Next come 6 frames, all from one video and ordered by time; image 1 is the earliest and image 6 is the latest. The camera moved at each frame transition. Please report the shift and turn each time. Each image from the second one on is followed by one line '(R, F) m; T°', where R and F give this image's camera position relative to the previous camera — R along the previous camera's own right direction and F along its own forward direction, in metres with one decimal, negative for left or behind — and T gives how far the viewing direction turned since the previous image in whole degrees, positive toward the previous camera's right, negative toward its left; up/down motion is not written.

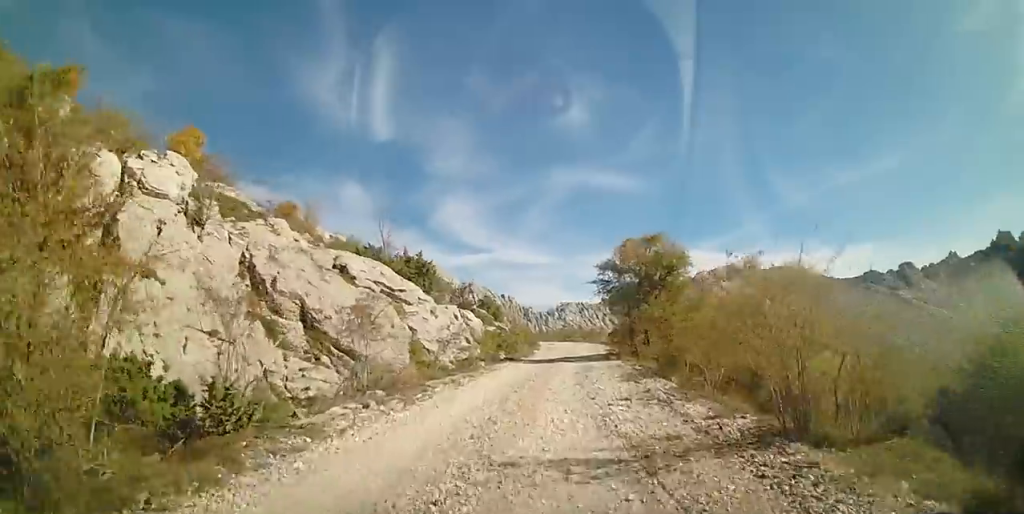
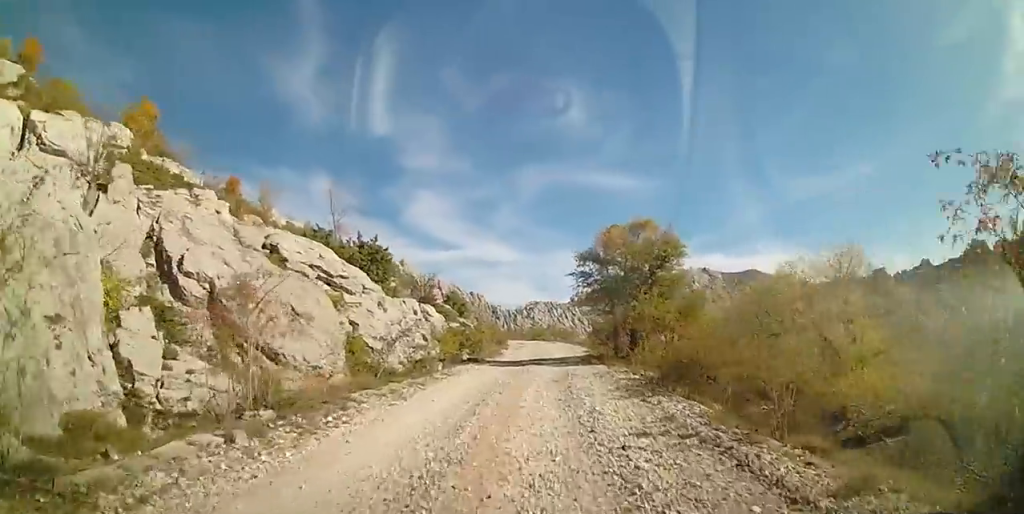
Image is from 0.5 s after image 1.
(+0.1, +3.7) m; +2°
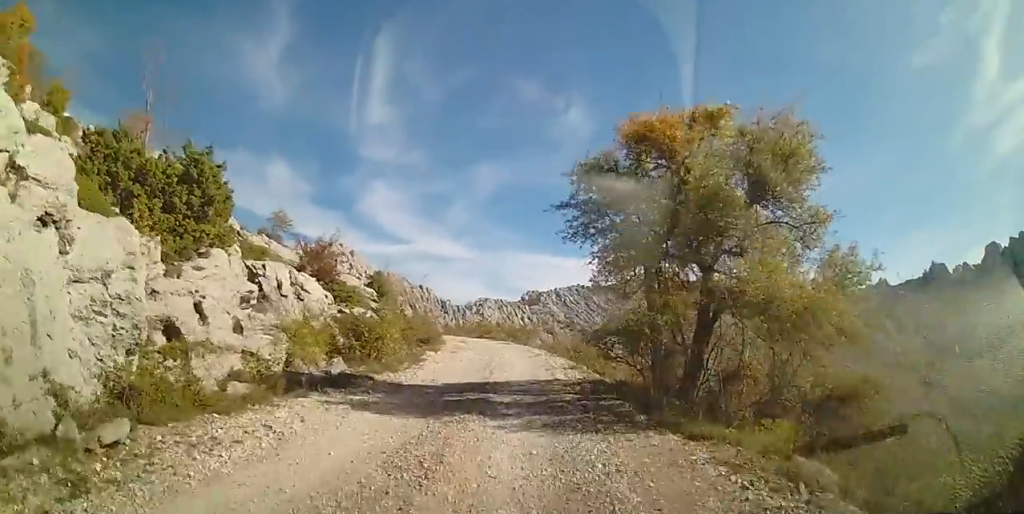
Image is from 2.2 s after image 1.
(+0.8, +12.8) m; +7°
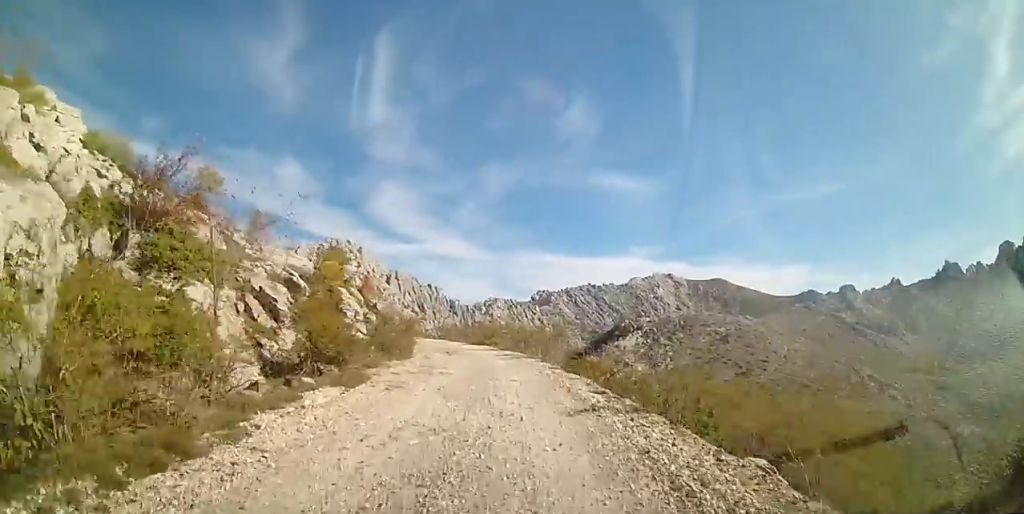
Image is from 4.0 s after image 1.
(0.0, +13.5) m; +1°
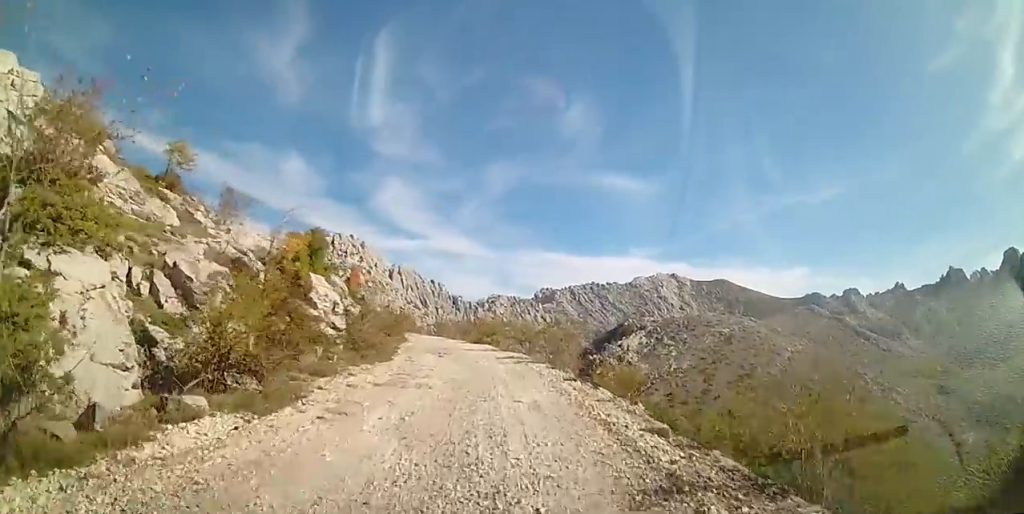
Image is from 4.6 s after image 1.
(+0.2, +4.1) m; +1°
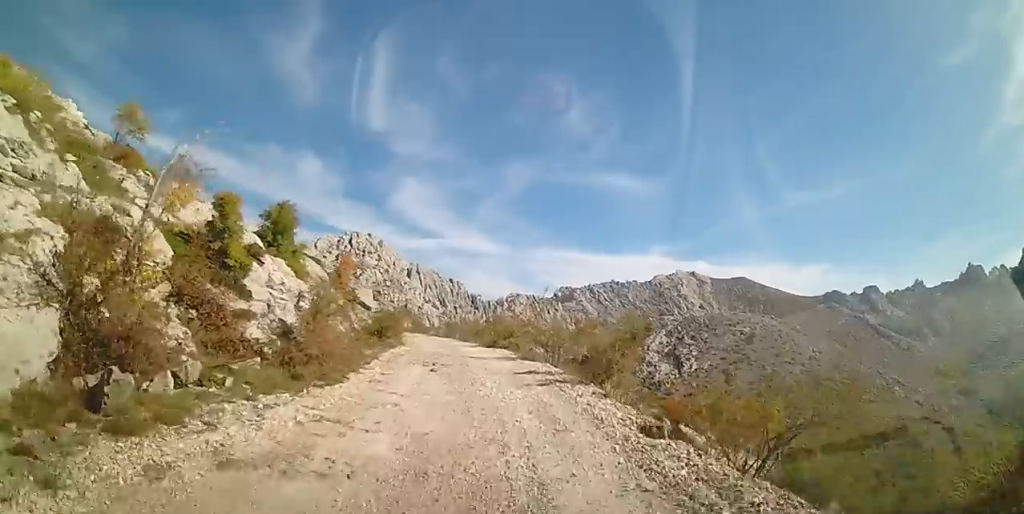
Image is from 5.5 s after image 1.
(+0.2, +6.5) m; 0°
